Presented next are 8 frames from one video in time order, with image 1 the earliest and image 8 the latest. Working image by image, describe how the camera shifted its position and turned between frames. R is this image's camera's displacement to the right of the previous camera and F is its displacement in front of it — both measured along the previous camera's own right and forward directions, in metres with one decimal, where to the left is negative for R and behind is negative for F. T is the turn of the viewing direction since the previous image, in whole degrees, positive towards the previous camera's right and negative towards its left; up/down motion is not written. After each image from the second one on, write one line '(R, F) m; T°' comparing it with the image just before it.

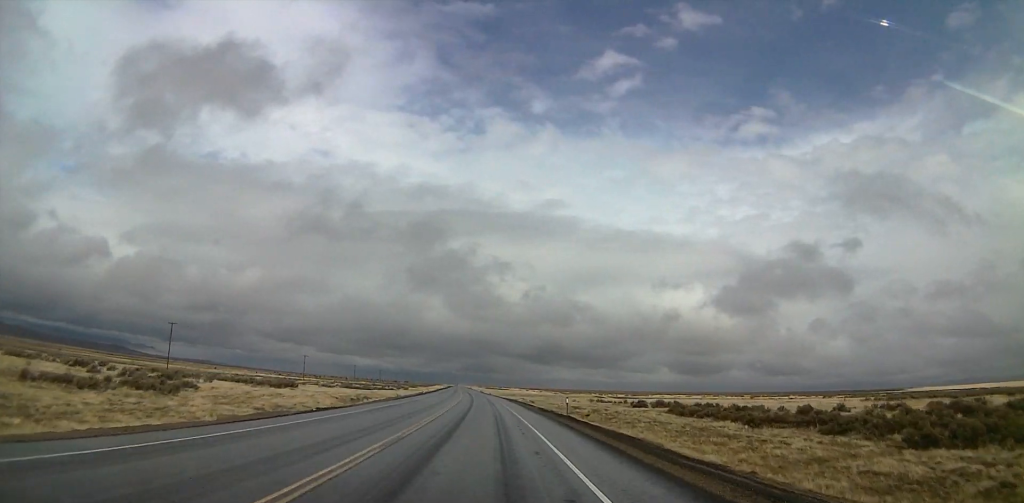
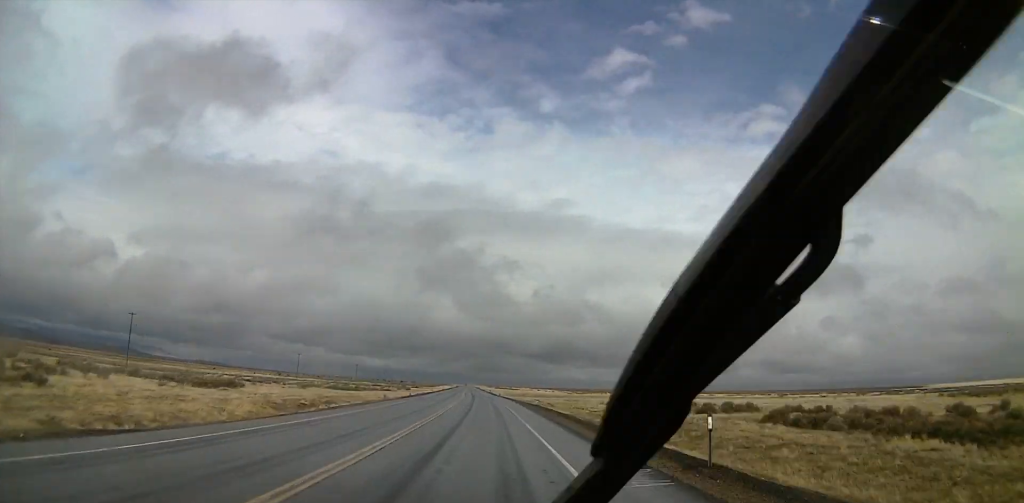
(-0.1, +20.9) m; -2°
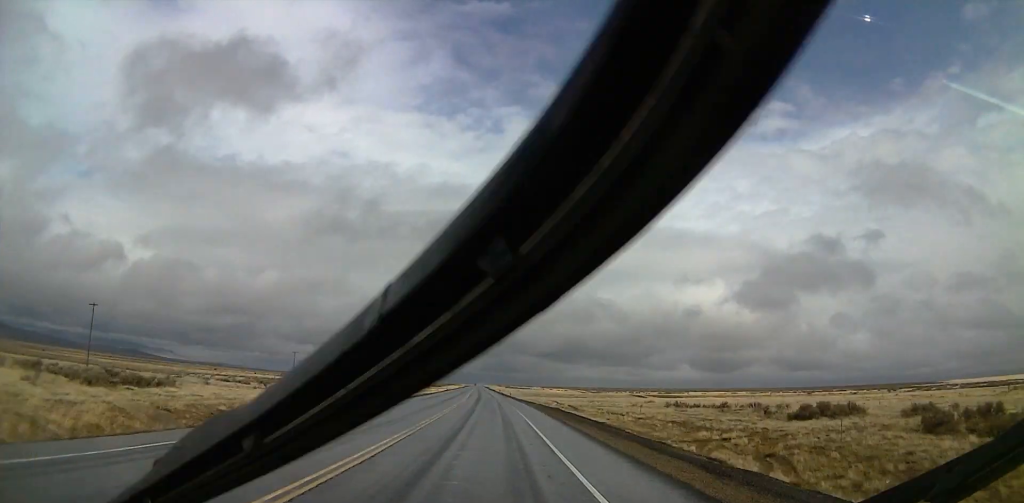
(-0.1, +16.5) m; -1°
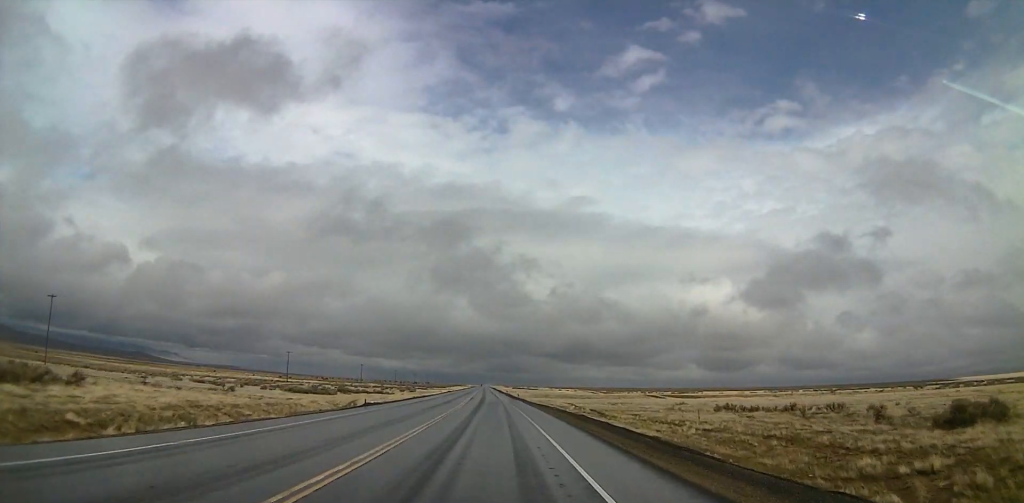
(-0.5, +13.9) m; -1°
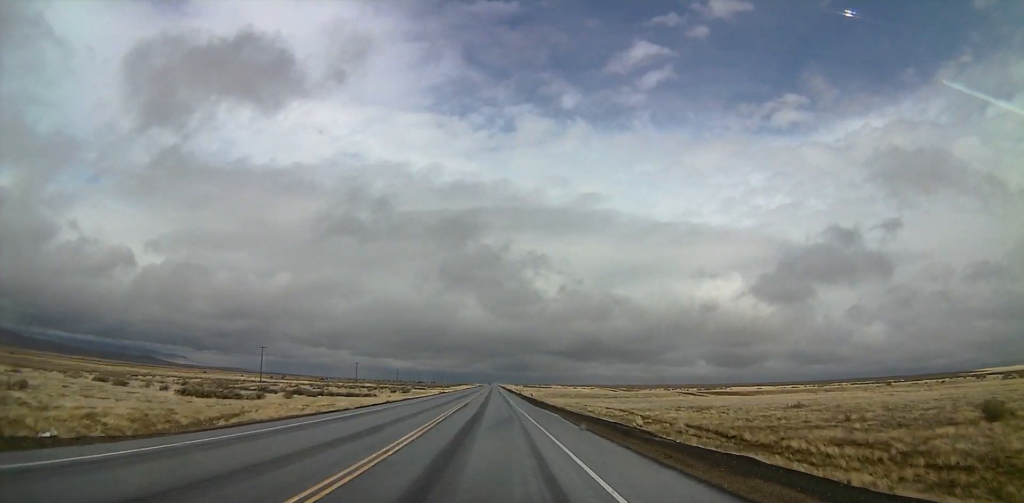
(0.0, +32.4) m; 0°
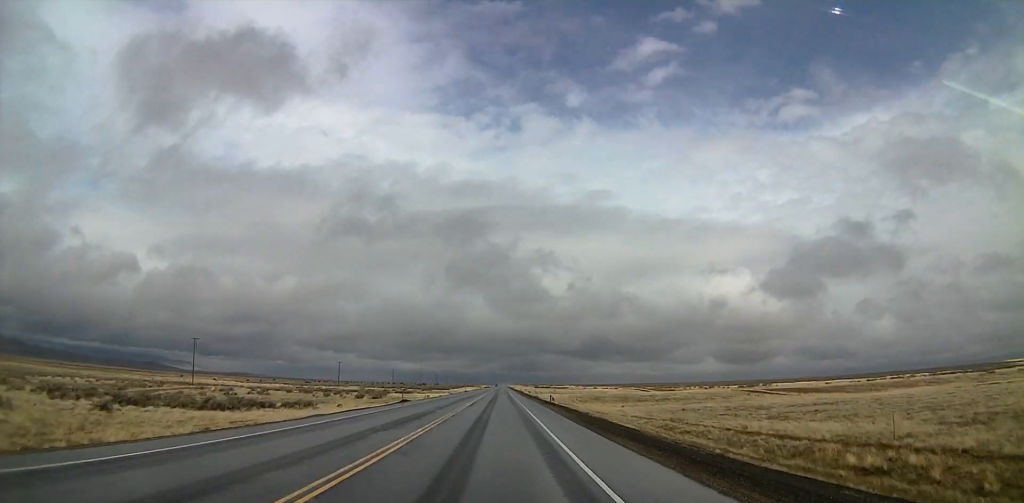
(0.0, +47.7) m; -1°
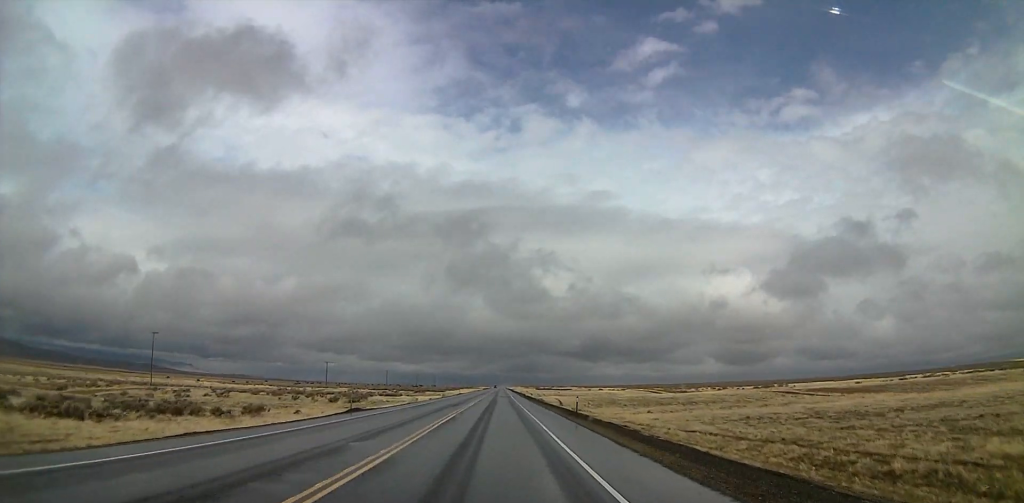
(-0.1, +18.6) m; -1°
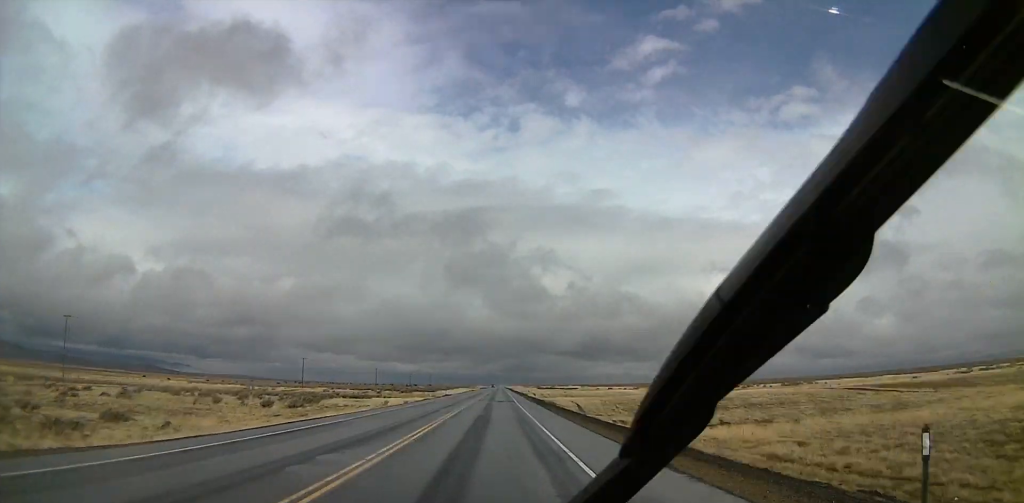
(-0.2, +29.3) m; 0°
